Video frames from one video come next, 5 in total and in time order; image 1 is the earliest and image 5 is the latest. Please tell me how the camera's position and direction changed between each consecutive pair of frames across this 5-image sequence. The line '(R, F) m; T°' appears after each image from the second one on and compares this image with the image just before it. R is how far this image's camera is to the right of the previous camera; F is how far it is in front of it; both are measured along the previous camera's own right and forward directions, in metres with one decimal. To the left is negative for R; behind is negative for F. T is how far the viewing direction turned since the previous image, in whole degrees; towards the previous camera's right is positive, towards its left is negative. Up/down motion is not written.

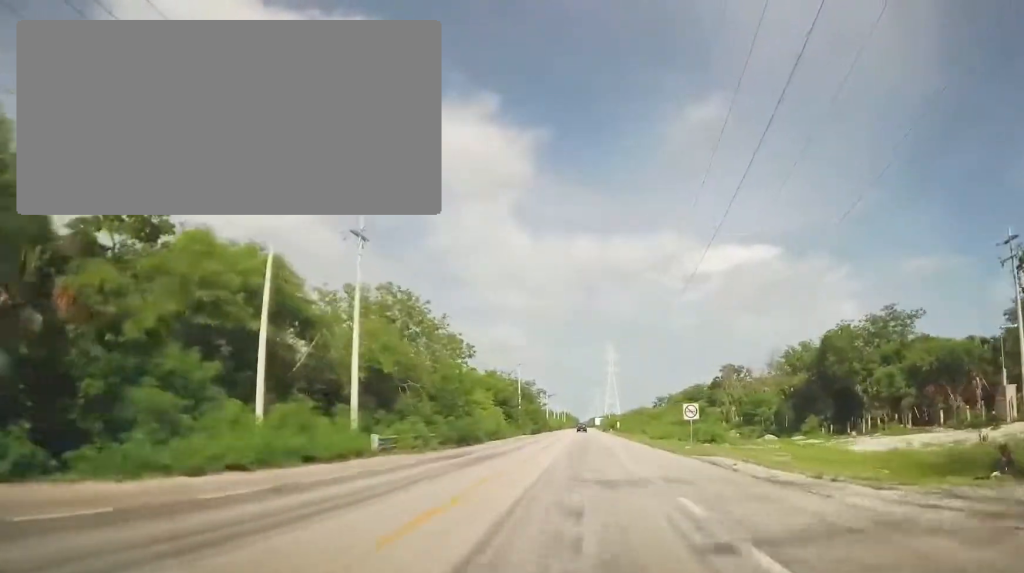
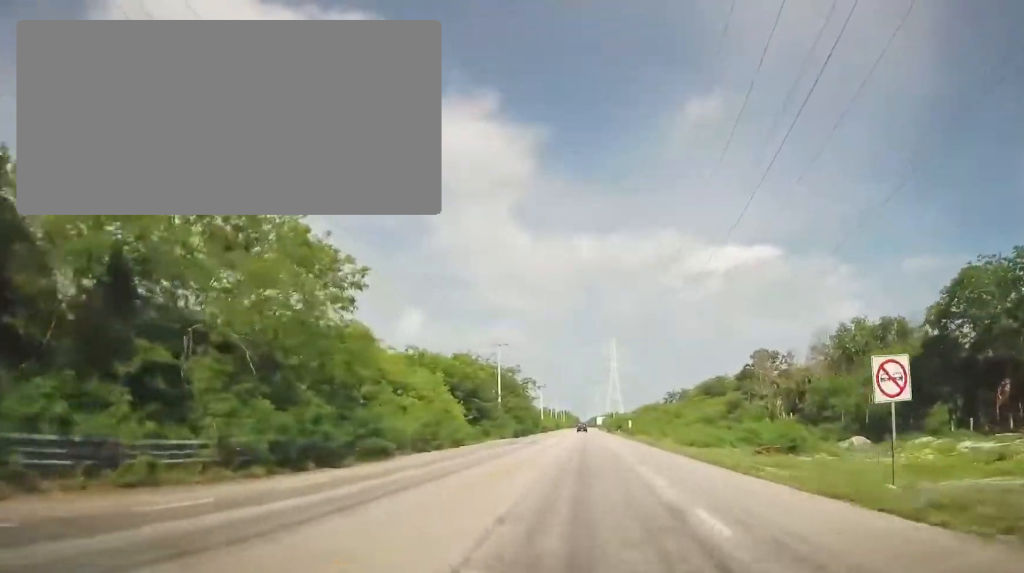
(0.0, +22.7) m; 0°
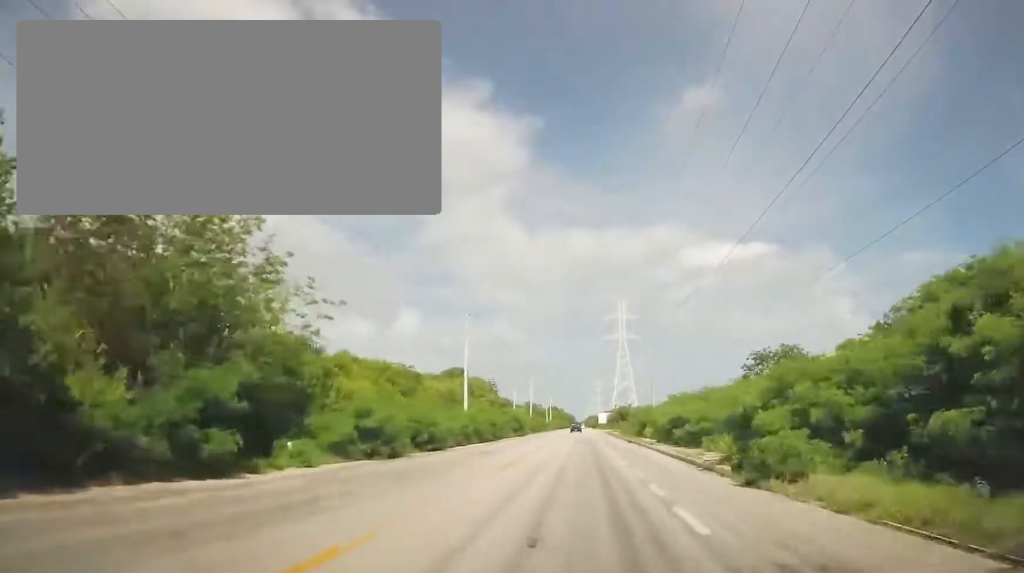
(-0.1, +87.6) m; 0°
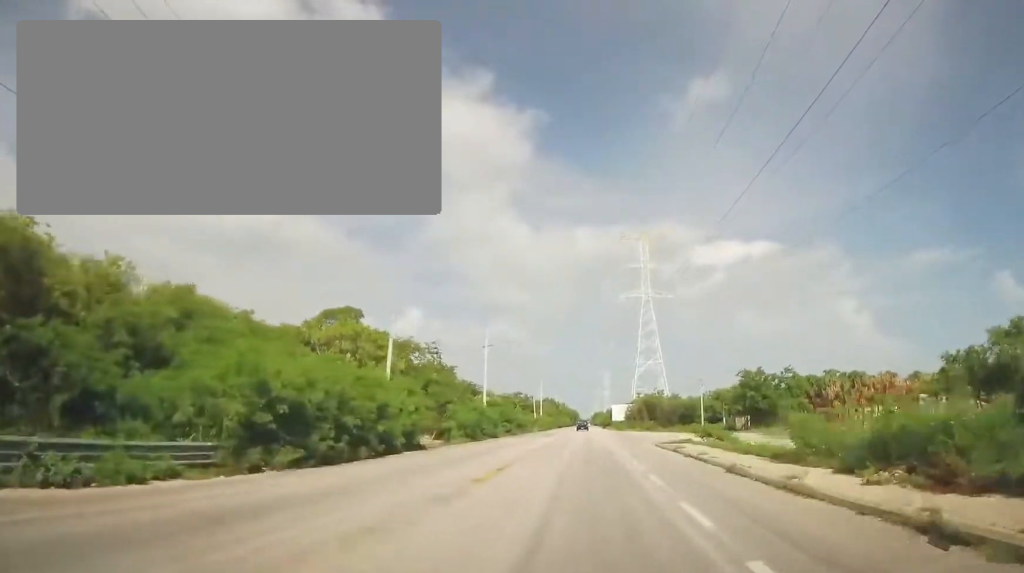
(-0.2, +62.2) m; 0°
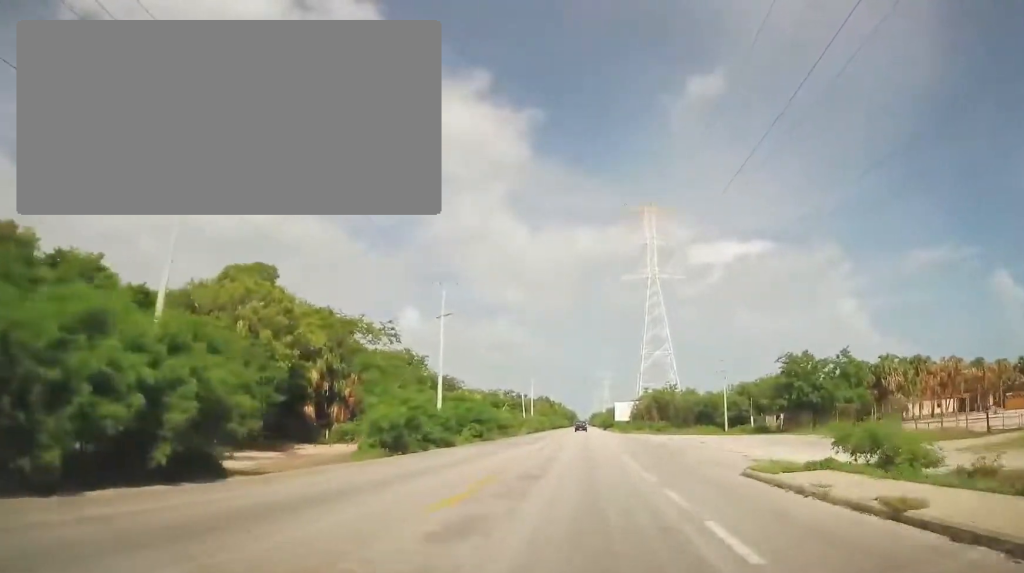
(0.0, +18.4) m; 0°
